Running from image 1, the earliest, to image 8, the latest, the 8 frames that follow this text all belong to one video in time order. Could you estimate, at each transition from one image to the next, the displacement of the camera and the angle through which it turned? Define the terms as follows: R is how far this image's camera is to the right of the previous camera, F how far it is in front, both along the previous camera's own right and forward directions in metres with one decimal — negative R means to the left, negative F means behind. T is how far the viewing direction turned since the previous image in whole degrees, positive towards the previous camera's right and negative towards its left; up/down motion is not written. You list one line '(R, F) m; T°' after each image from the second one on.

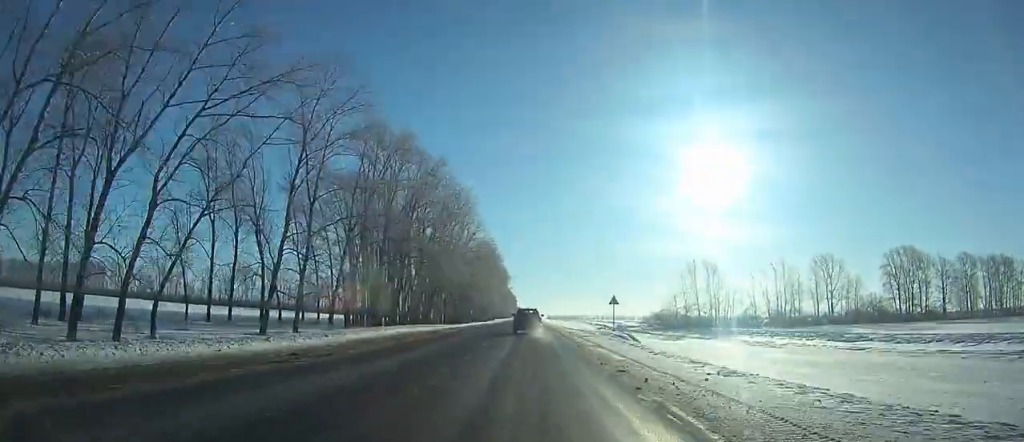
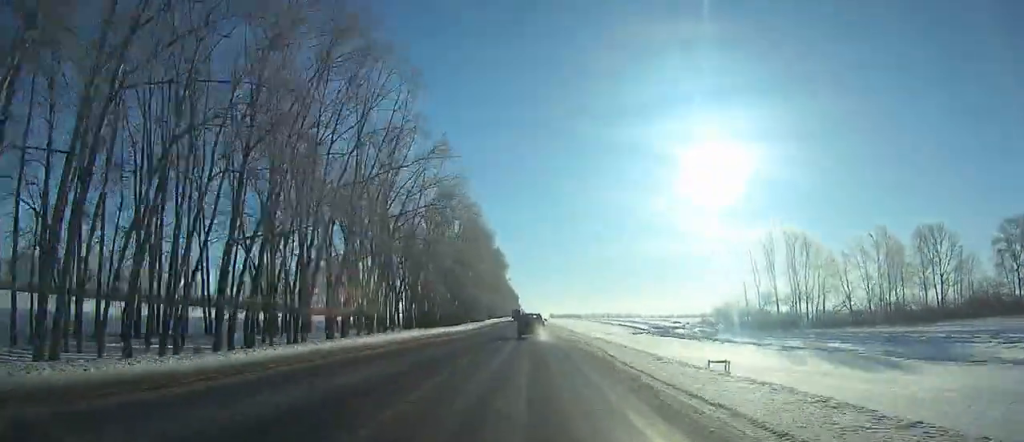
(+0.4, +68.0) m; 0°
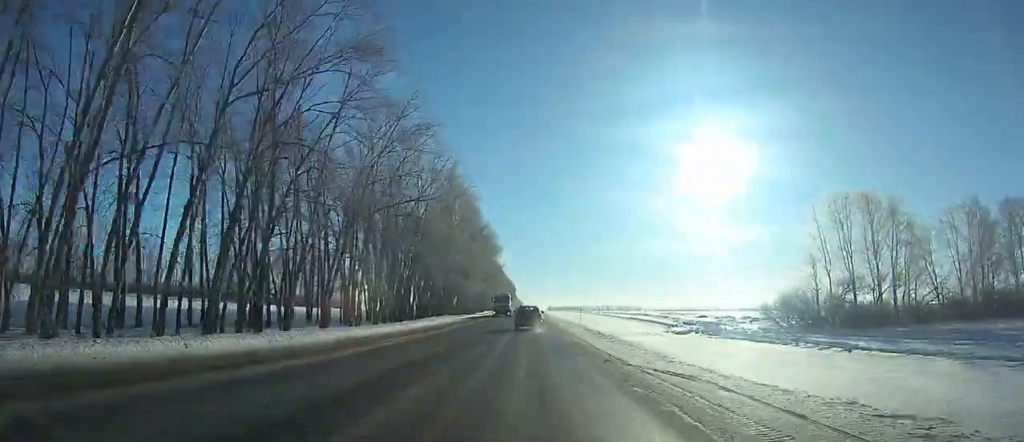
(0.0, +37.1) m; 0°
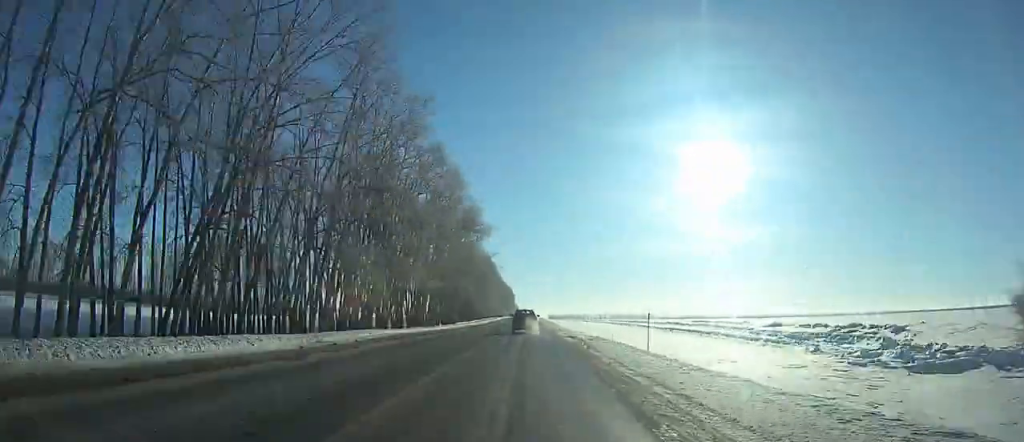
(-0.6, +55.2) m; -1°
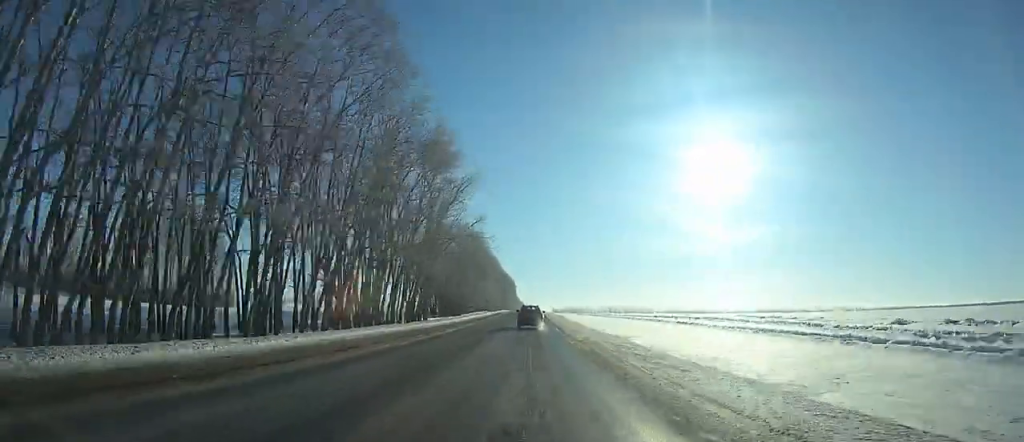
(-0.1, +45.6) m; 0°
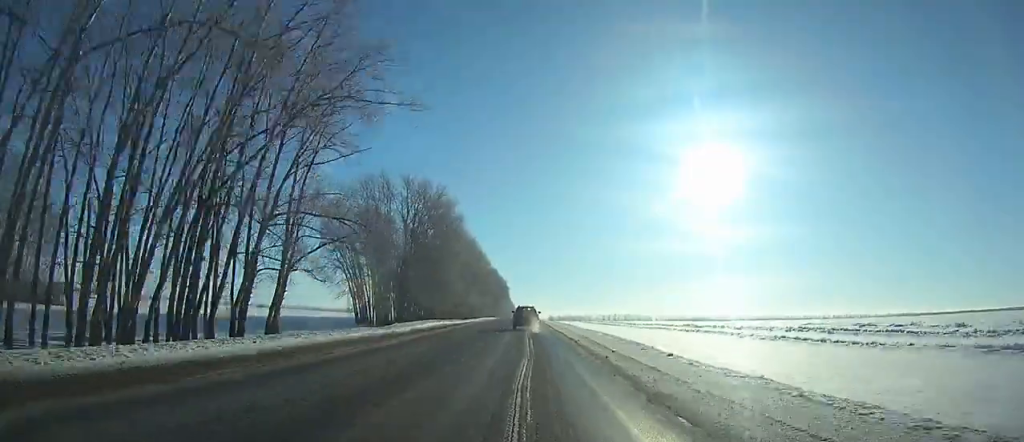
(+0.4, +60.1) m; 0°
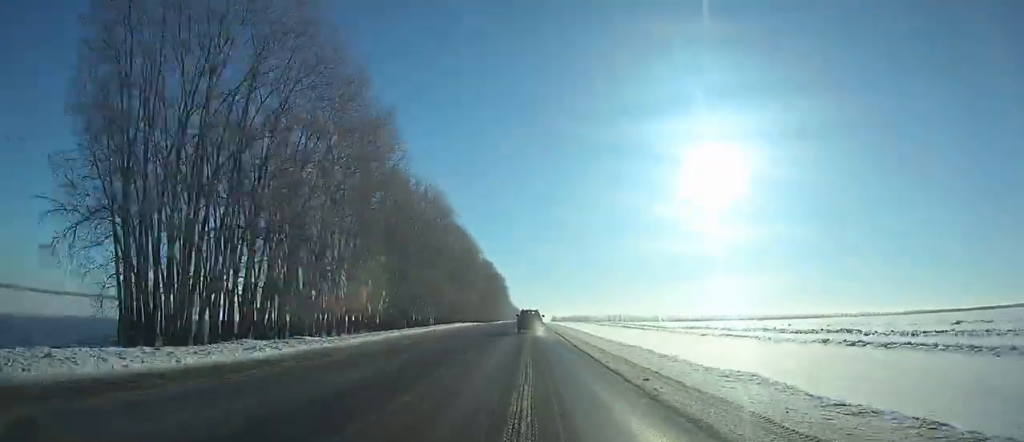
(+0.1, +65.6) m; 0°
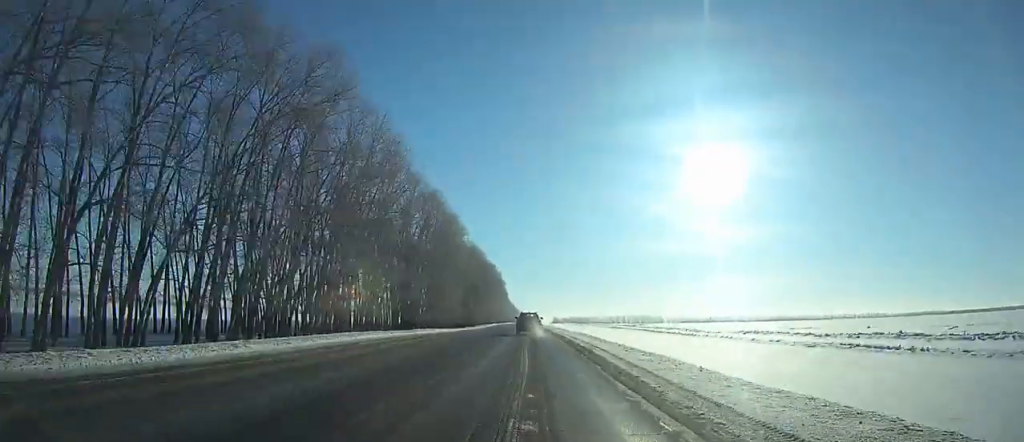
(0.0, +49.0) m; 0°
